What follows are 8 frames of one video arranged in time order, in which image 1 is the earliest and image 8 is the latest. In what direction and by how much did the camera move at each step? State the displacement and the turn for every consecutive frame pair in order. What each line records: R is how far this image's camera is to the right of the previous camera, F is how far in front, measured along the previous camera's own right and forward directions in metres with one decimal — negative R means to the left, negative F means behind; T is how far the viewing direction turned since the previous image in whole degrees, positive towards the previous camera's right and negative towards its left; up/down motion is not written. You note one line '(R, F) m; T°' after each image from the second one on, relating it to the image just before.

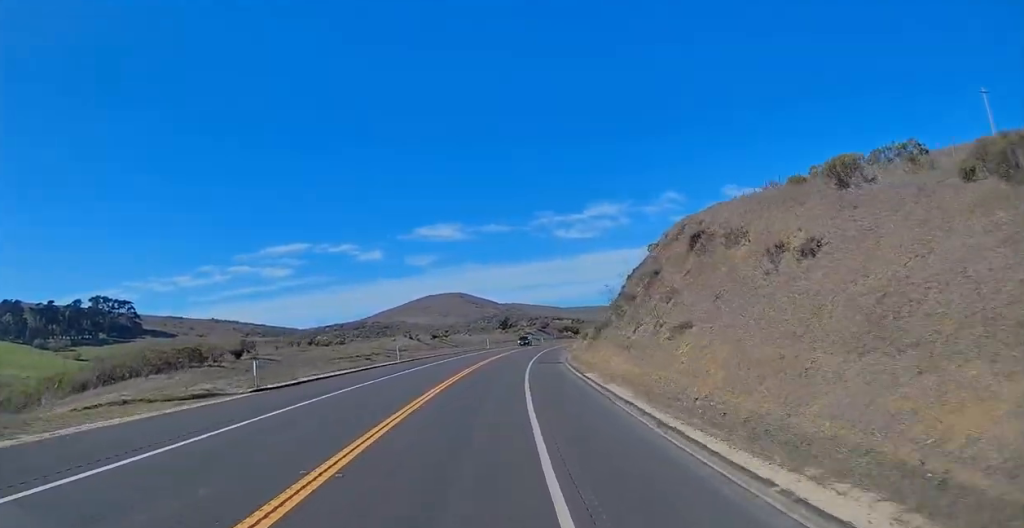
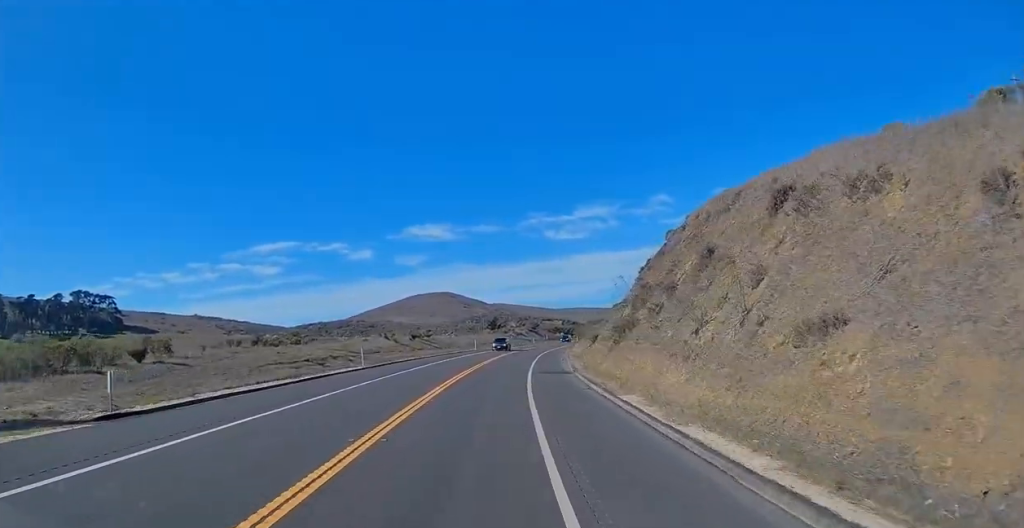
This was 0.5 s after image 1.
(-0.1, +10.6) m; +1°
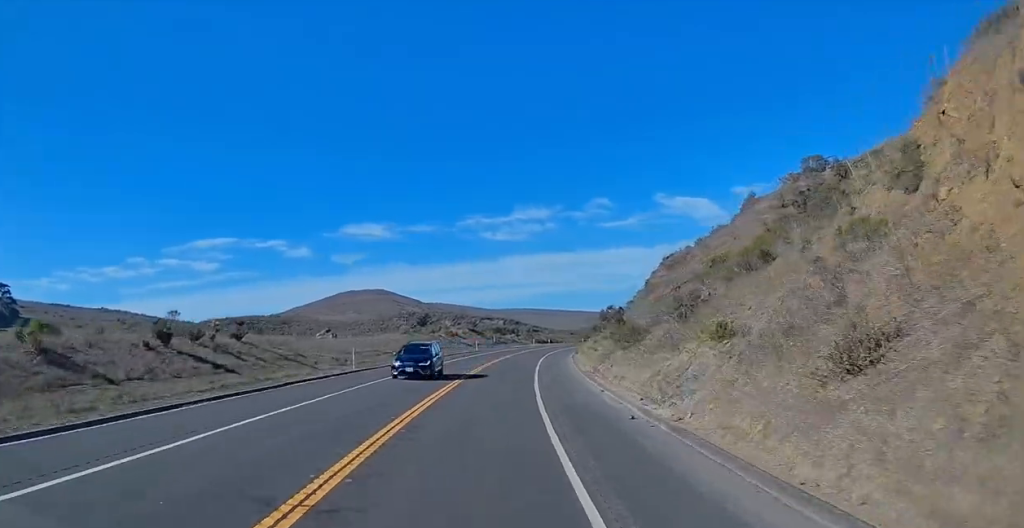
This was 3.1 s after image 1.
(+4.4, +52.6) m; +9°
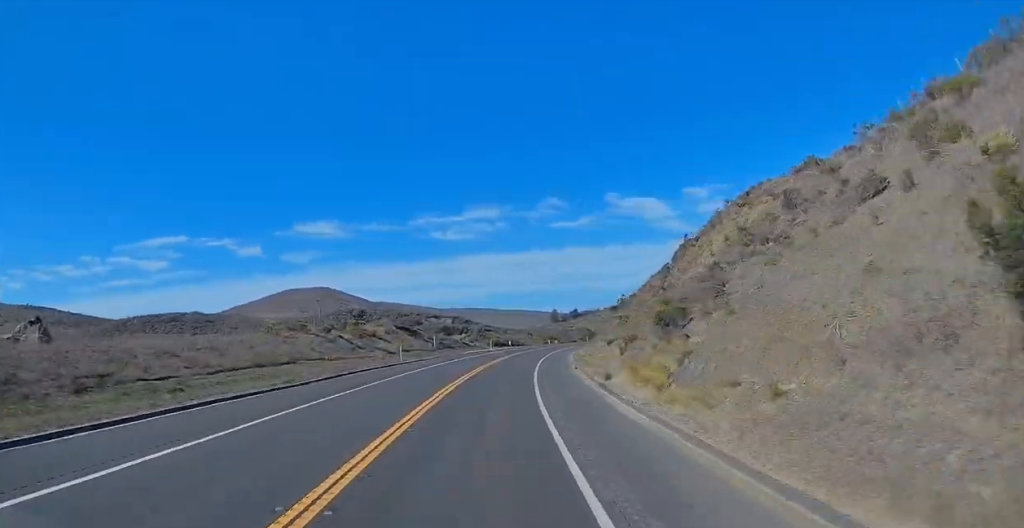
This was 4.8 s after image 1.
(+0.6, +37.1) m; +1°
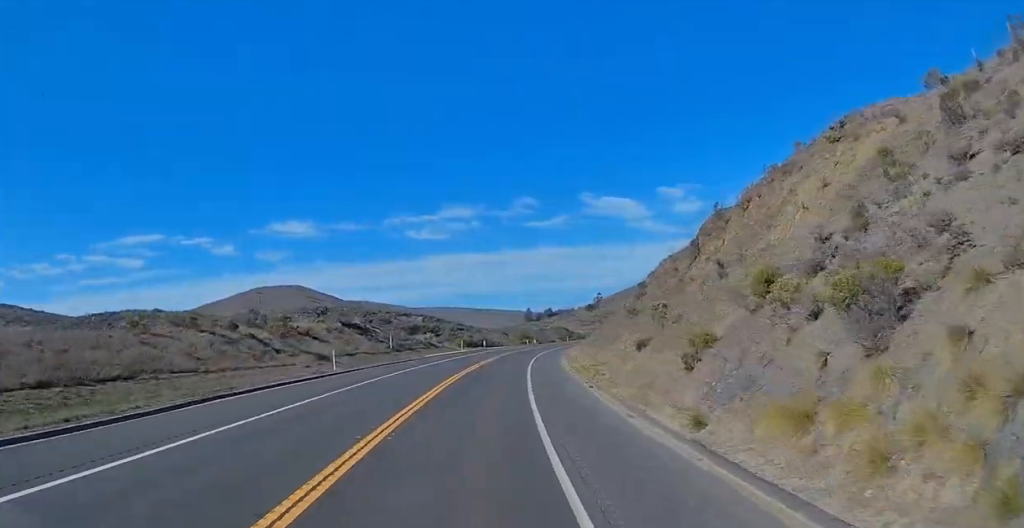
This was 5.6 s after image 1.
(0.0, +17.2) m; +2°
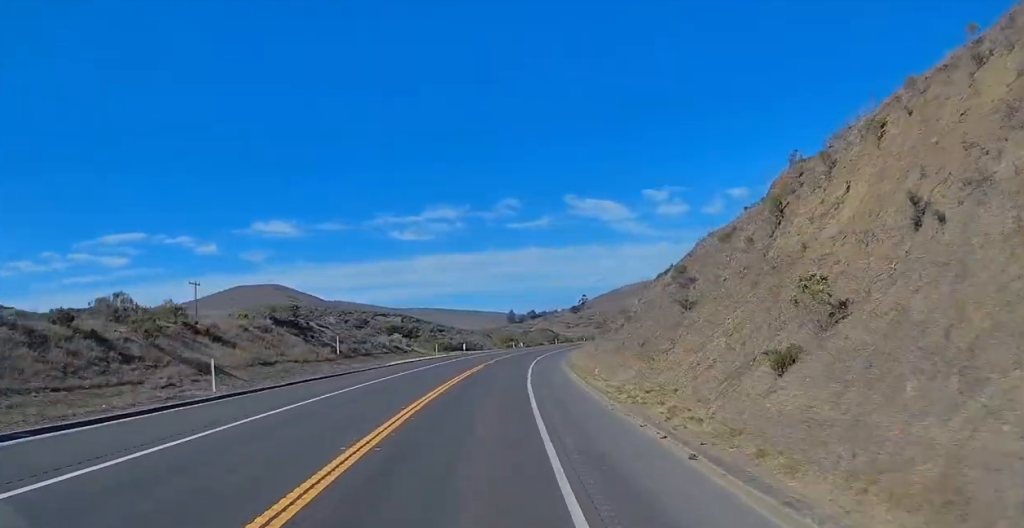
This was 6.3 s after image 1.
(+0.2, +15.5) m; +2°
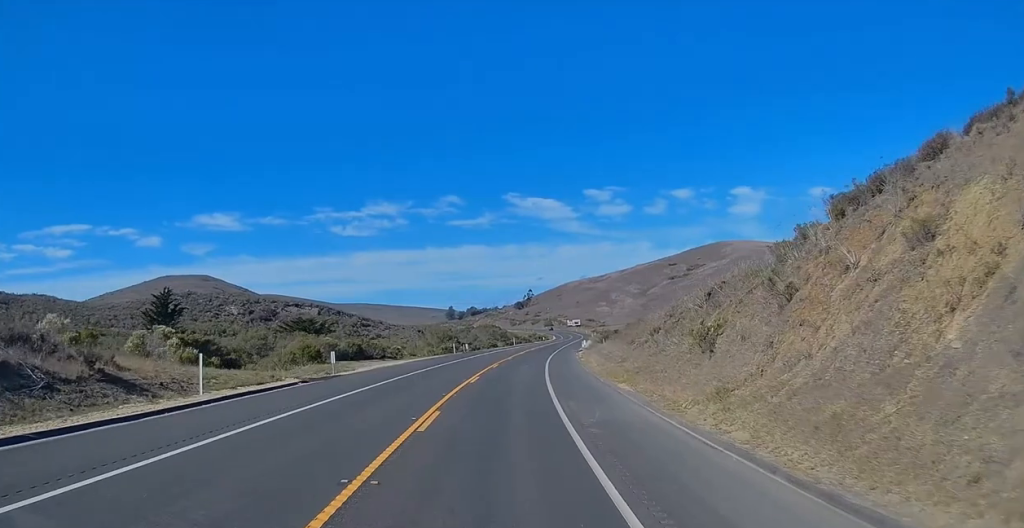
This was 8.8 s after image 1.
(+4.1, +56.0) m; +7°
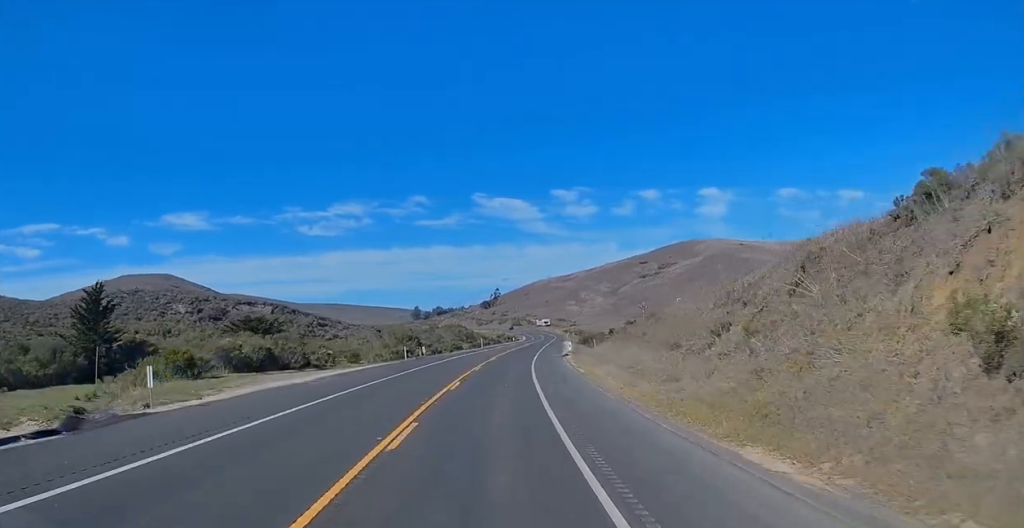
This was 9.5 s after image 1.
(-0.1, +17.3) m; +3°
